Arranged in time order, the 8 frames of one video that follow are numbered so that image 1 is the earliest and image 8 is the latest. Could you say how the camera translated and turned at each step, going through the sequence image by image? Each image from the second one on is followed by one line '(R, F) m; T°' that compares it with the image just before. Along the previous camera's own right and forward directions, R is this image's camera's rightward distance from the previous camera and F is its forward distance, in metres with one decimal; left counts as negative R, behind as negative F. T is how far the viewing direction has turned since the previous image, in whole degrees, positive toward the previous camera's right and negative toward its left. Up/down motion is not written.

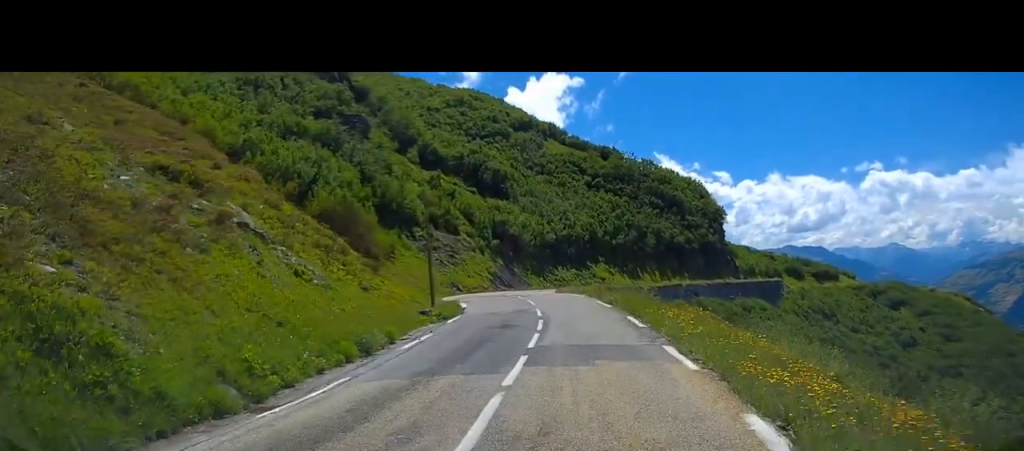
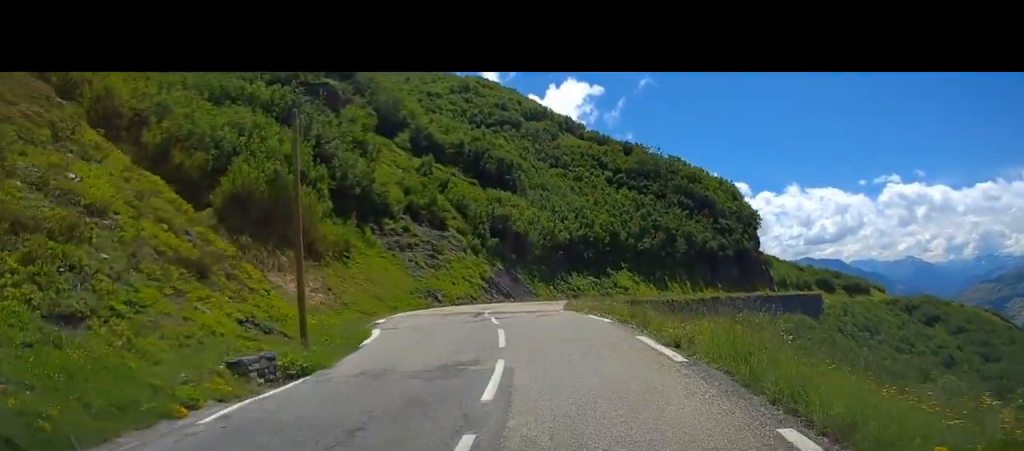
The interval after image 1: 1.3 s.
(-0.7, +13.9) m; -4°
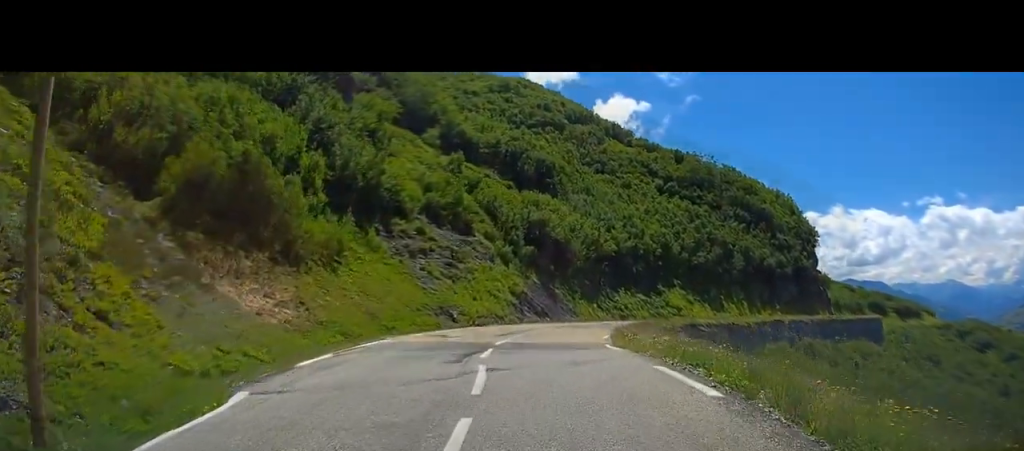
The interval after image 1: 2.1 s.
(-0.1, +8.1) m; -1°
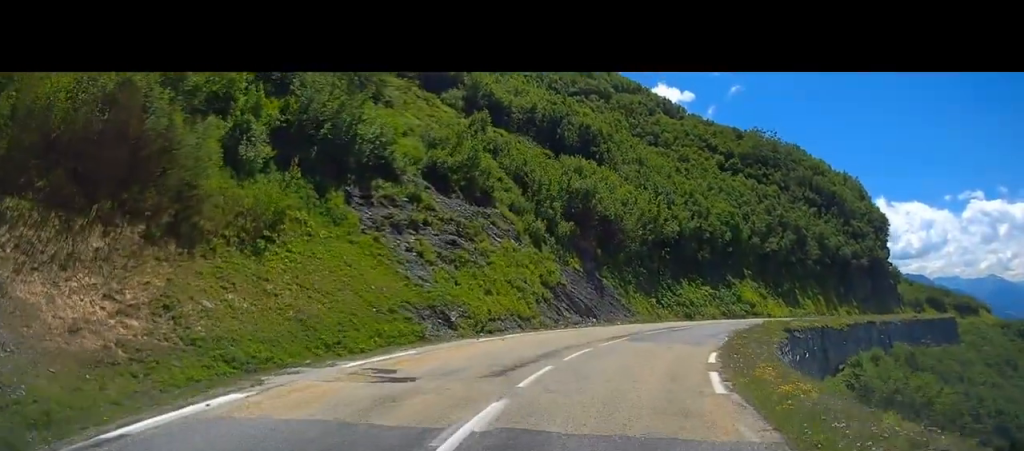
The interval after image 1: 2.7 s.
(0.0, +6.1) m; 0°
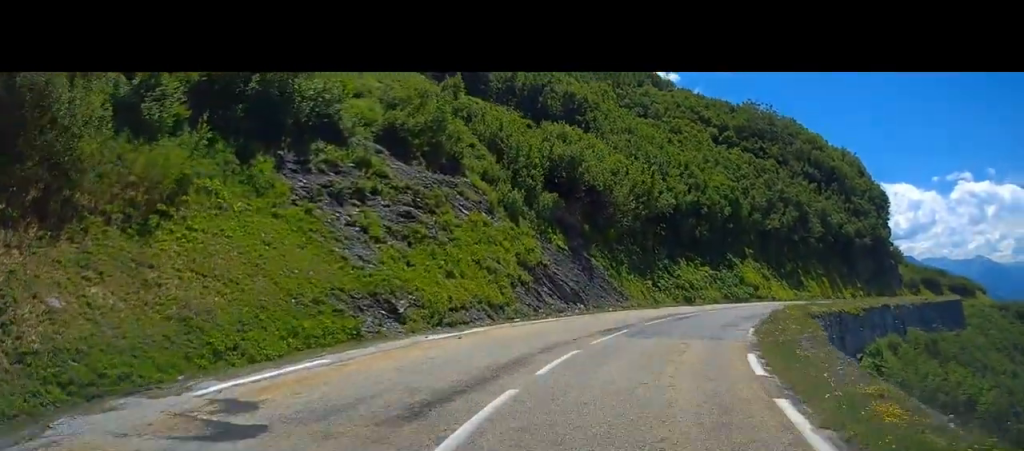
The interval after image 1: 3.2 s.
(0.0, +5.0) m; +2°
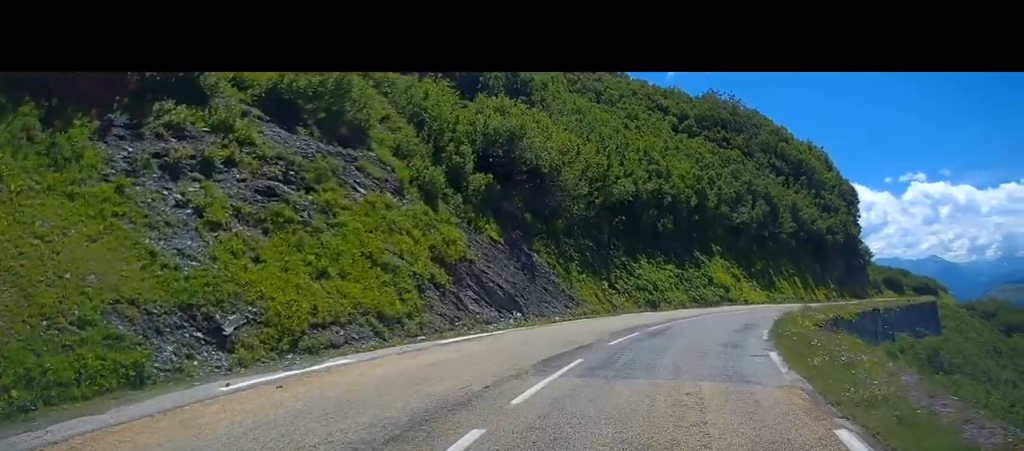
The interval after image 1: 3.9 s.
(-0.1, +6.7) m; +5°
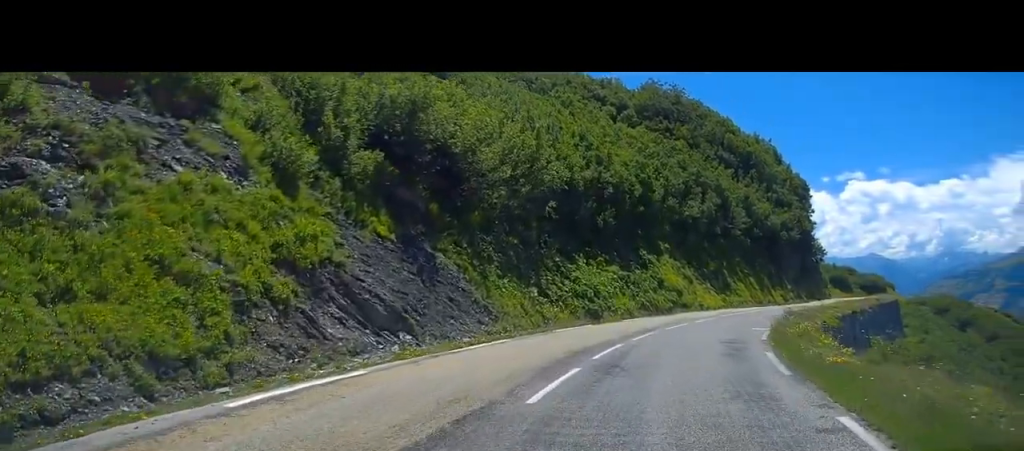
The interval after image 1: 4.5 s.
(+0.5, +6.2) m; +10°
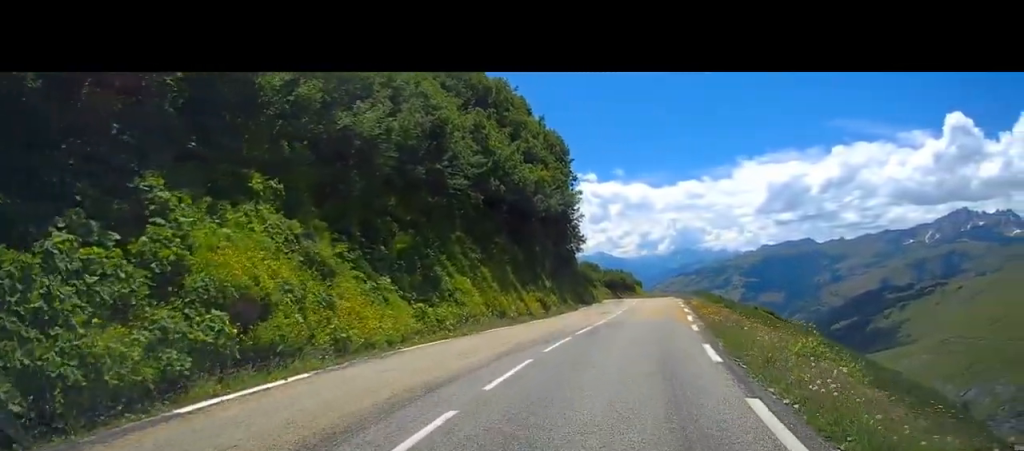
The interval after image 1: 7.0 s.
(+5.4, +23.7) m; +17°
